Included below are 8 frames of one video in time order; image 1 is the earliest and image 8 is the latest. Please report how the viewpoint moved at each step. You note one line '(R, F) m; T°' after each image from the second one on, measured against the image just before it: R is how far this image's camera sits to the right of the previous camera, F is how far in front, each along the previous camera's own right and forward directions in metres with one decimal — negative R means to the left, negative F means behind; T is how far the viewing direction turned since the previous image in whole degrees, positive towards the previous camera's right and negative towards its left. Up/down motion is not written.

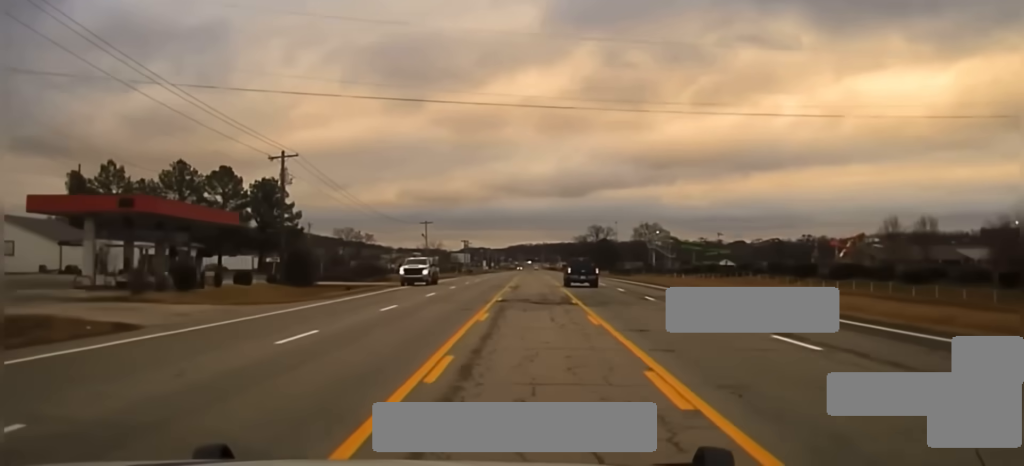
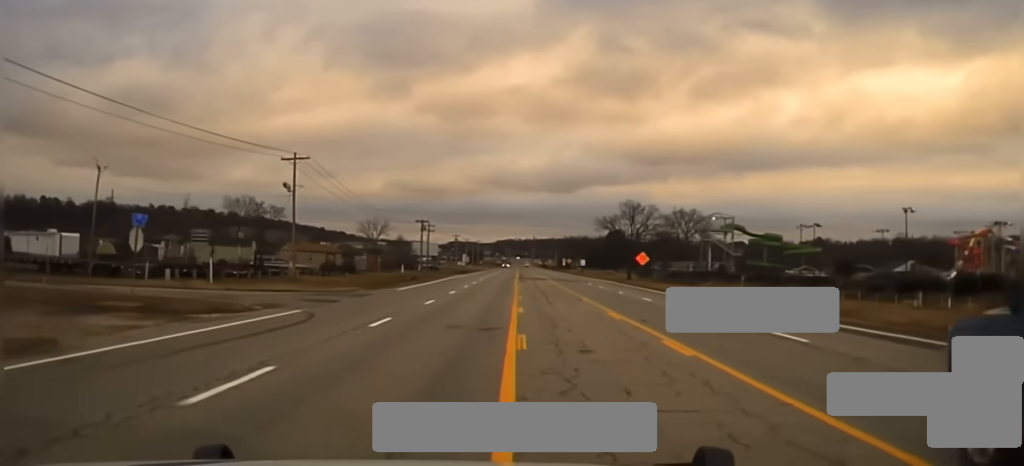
(+1.4, +103.7) m; +1°
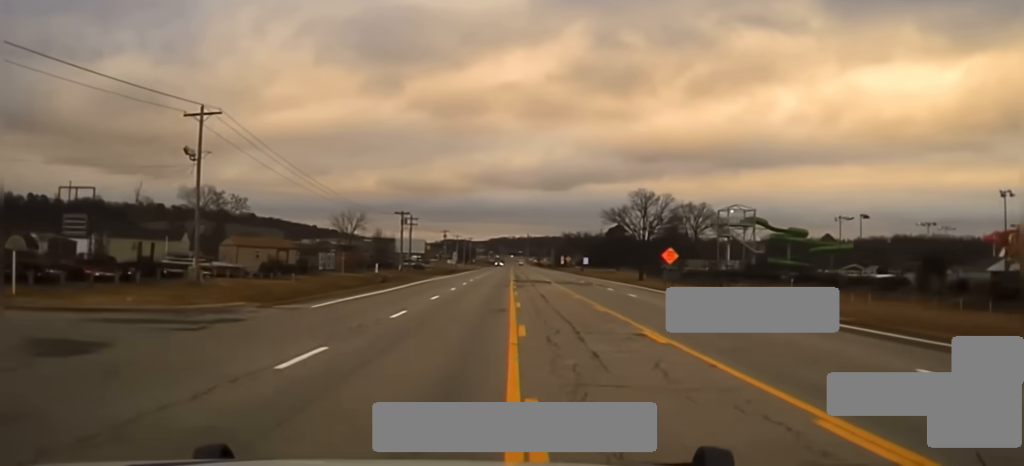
(0.0, +22.6) m; 0°
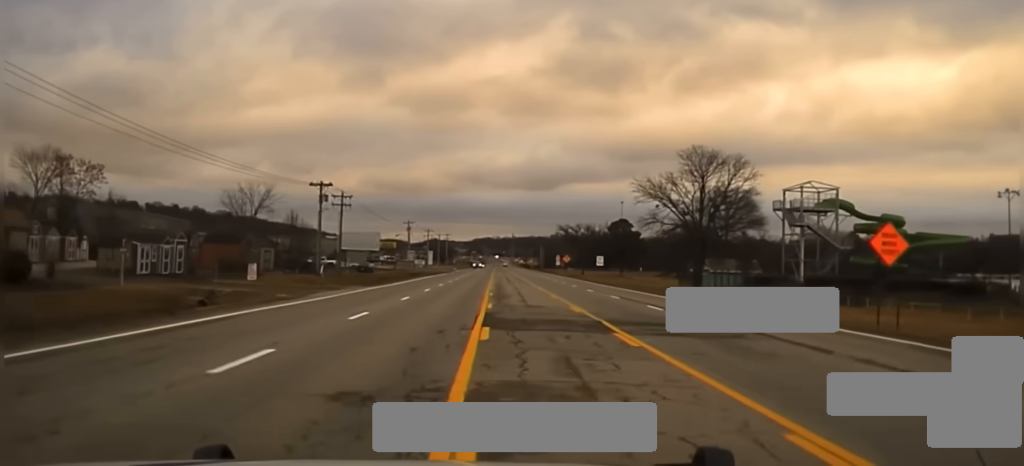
(+0.1, +50.3) m; 0°
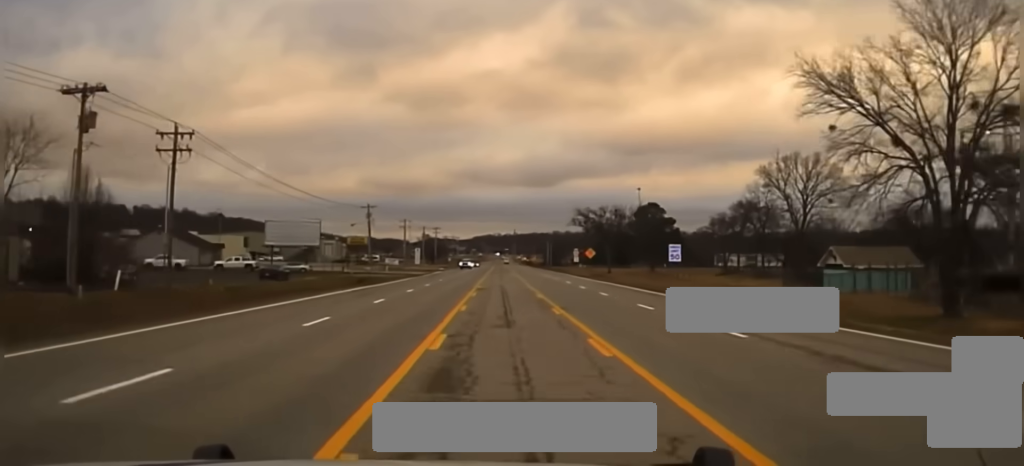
(+0.3, +46.4) m; +1°
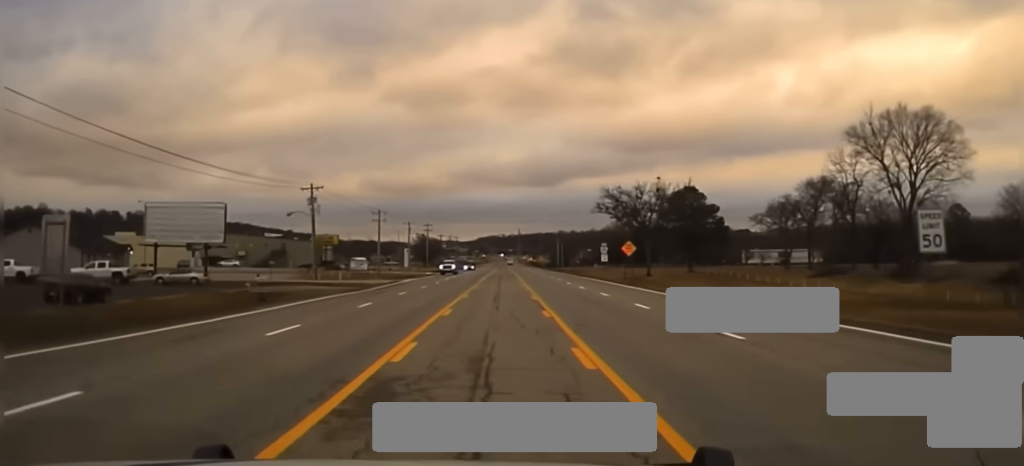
(+0.1, +32.4) m; 0°
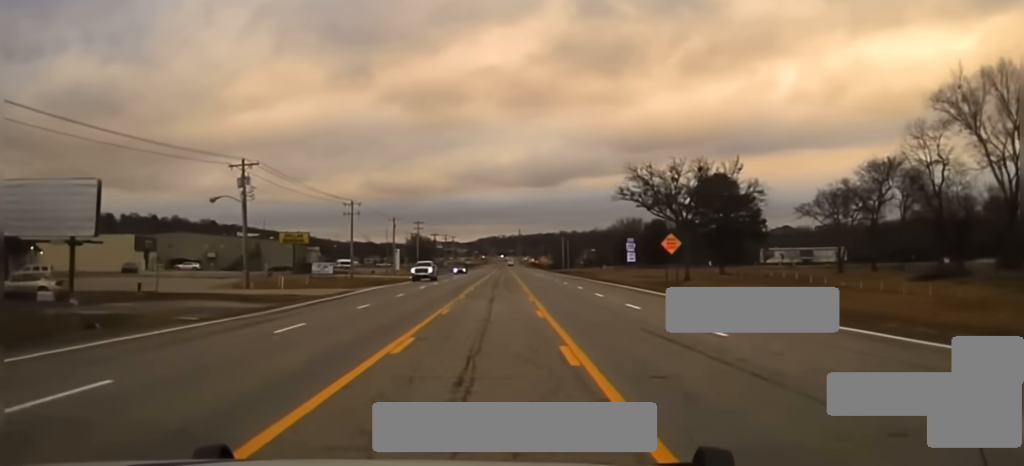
(+0.1, +19.7) m; 0°
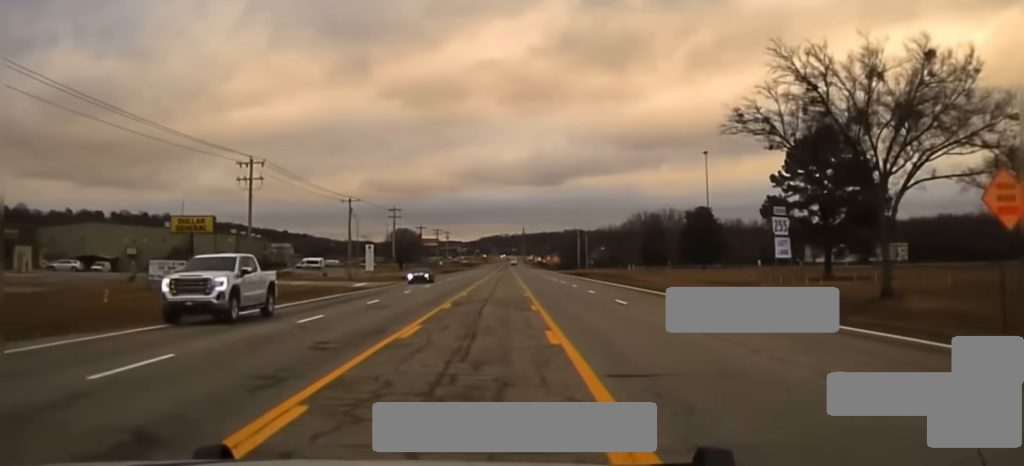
(-0.2, +41.6) m; -1°
